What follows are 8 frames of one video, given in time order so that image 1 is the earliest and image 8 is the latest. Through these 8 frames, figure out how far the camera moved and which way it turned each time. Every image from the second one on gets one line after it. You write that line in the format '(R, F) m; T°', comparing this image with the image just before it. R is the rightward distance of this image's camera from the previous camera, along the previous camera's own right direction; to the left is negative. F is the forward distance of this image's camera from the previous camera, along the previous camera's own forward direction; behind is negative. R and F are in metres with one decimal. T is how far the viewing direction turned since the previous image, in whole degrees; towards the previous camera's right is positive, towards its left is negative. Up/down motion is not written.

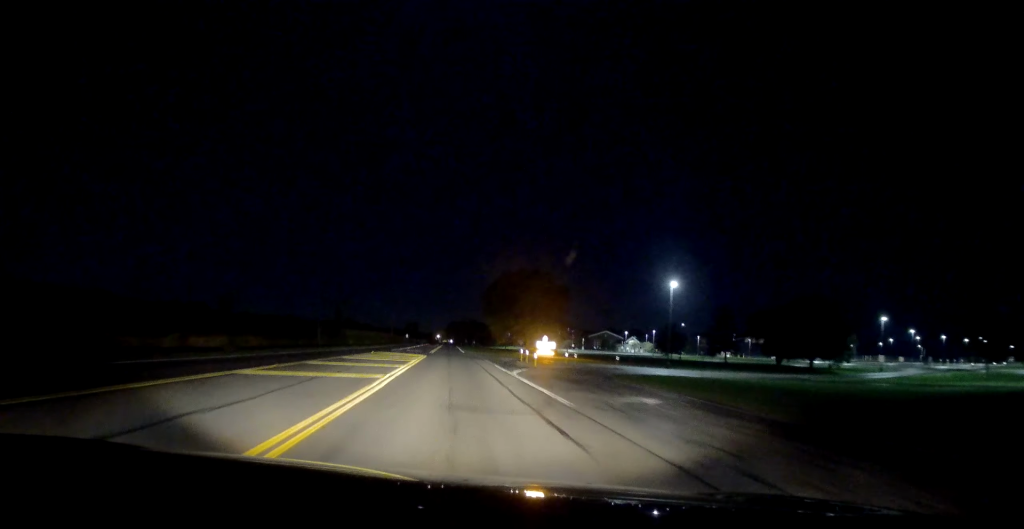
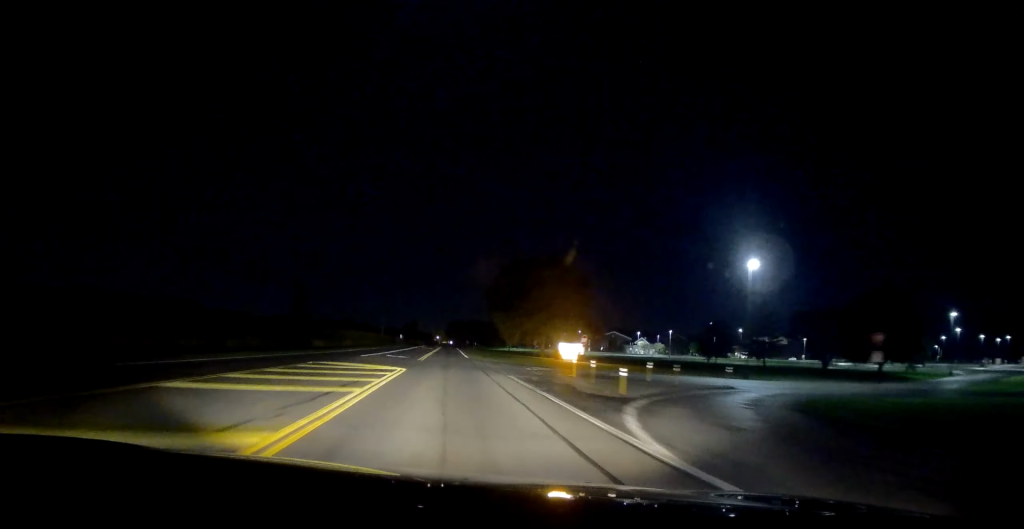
(+0.2, +19.3) m; 0°
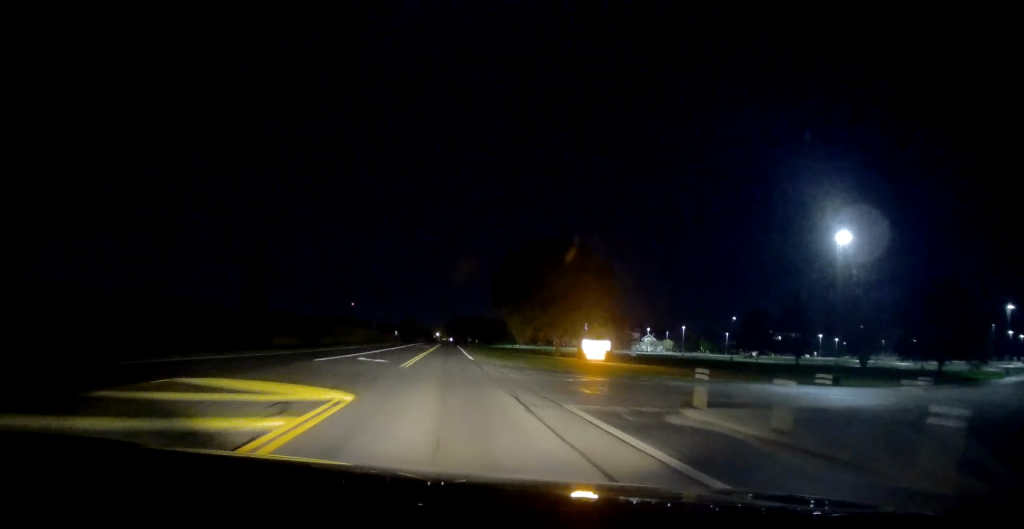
(-0.1, +13.2) m; 0°
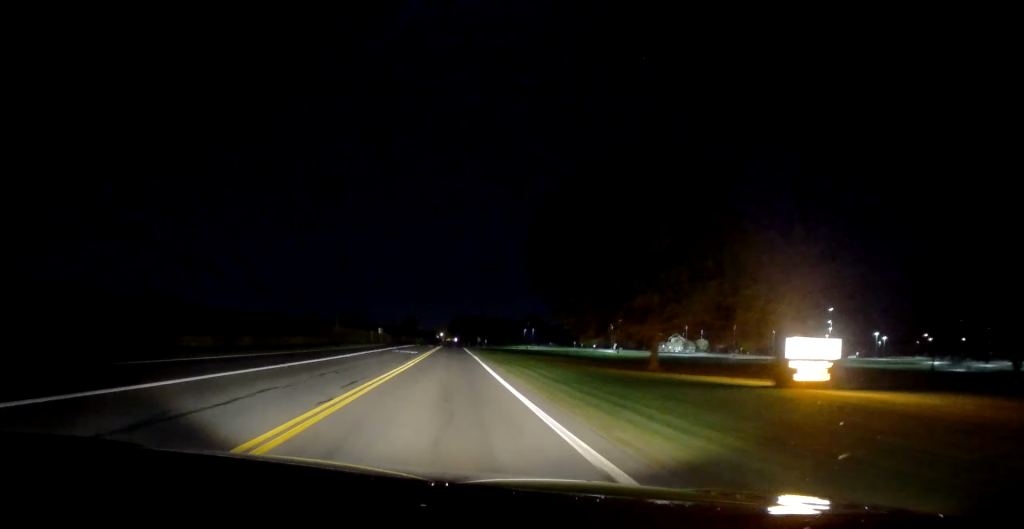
(-0.1, +37.5) m; 0°
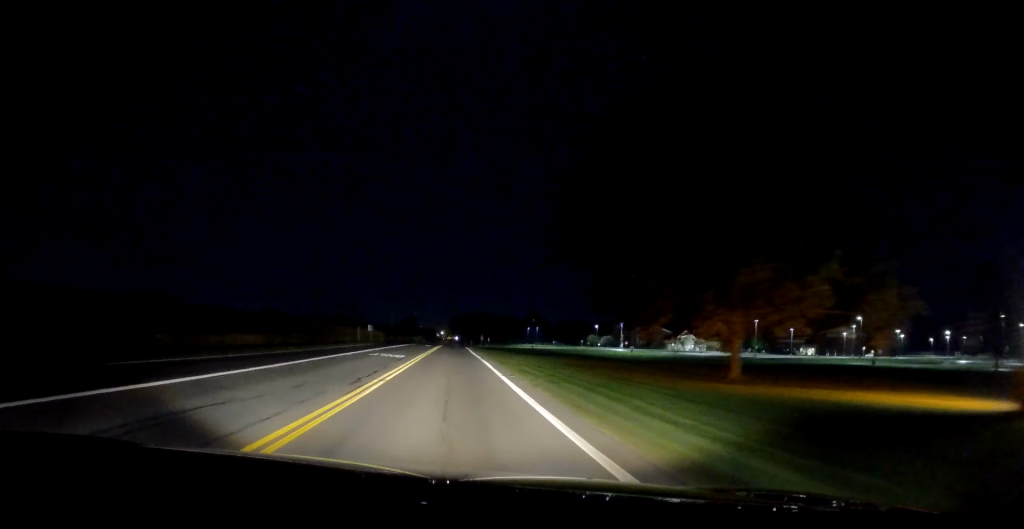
(-0.1, +12.7) m; -1°
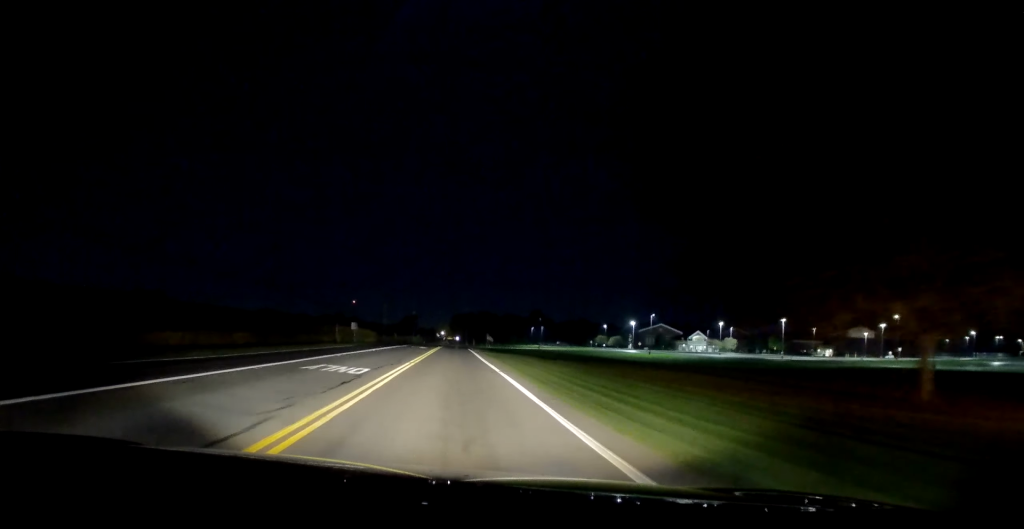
(-0.1, +14.1) m; 0°
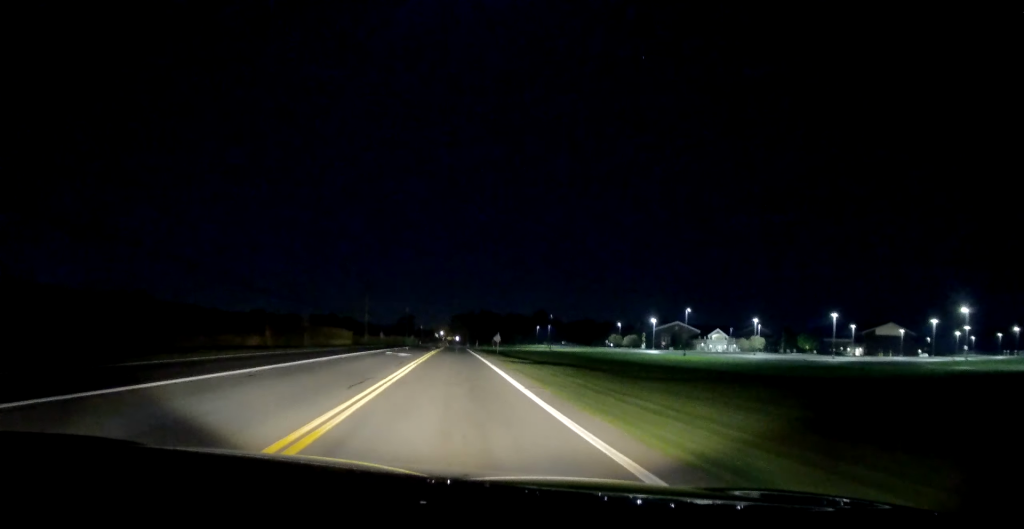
(0.0, +22.7) m; 0°
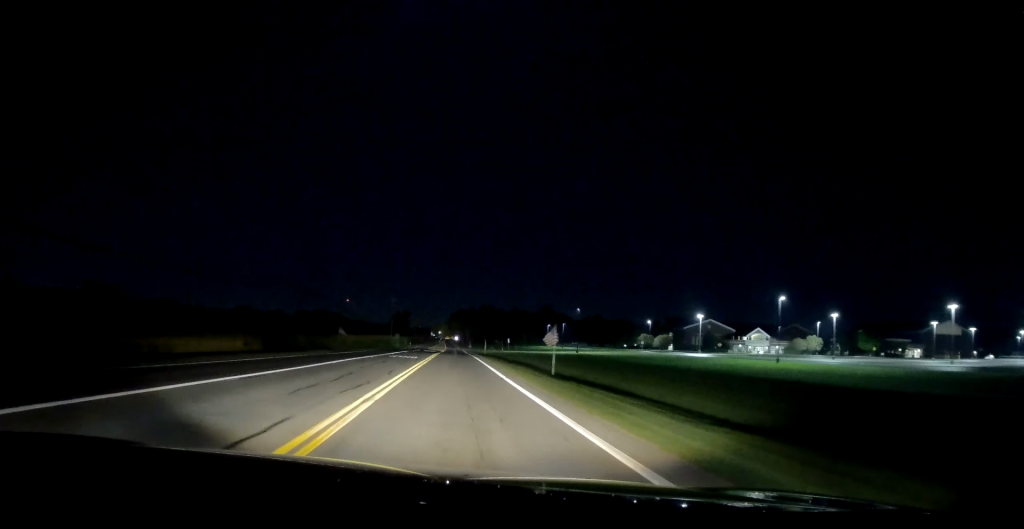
(0.0, +38.9) m; -1°
